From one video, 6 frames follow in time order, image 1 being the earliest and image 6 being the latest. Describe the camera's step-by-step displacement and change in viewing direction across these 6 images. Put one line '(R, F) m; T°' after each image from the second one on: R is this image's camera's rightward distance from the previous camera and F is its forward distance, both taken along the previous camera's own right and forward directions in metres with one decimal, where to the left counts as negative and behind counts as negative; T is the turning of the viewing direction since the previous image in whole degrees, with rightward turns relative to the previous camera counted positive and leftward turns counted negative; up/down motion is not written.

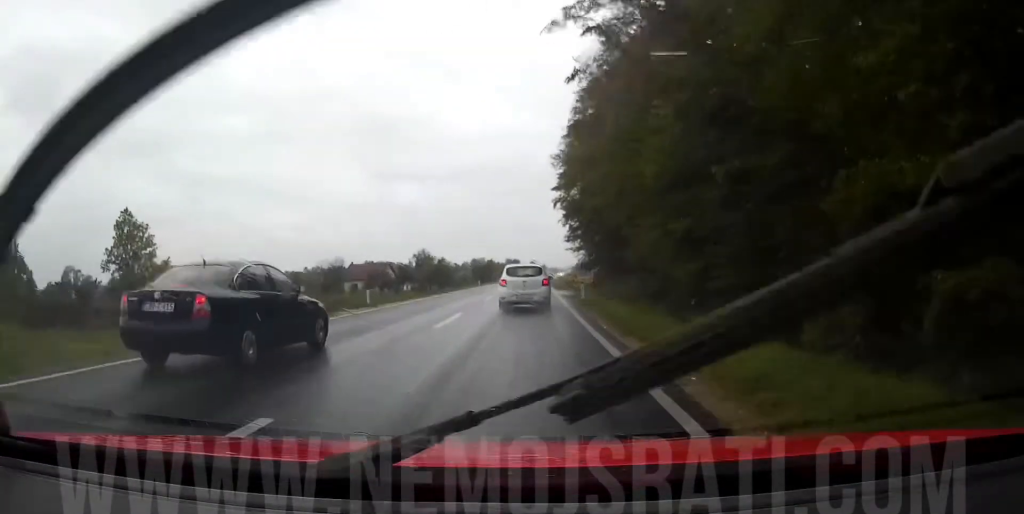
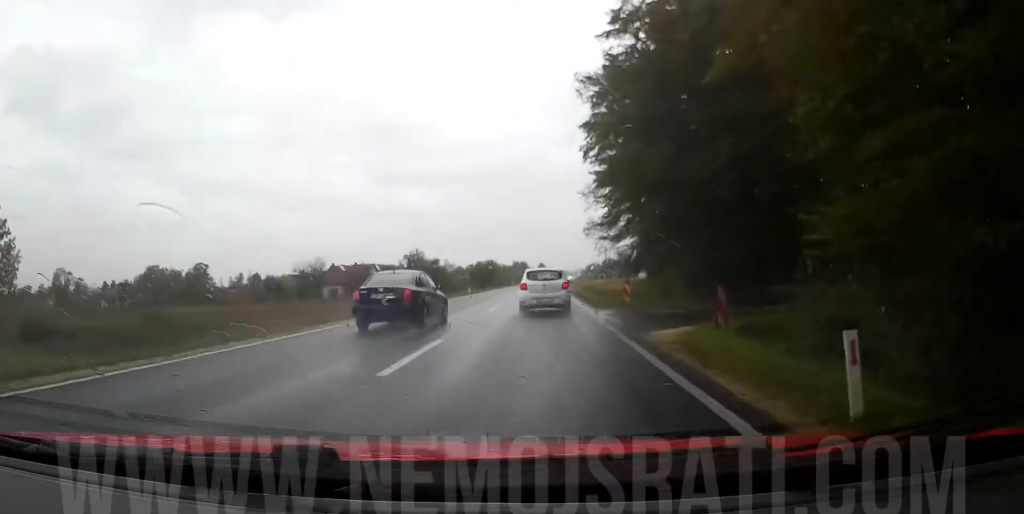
(-0.3, +20.1) m; 0°
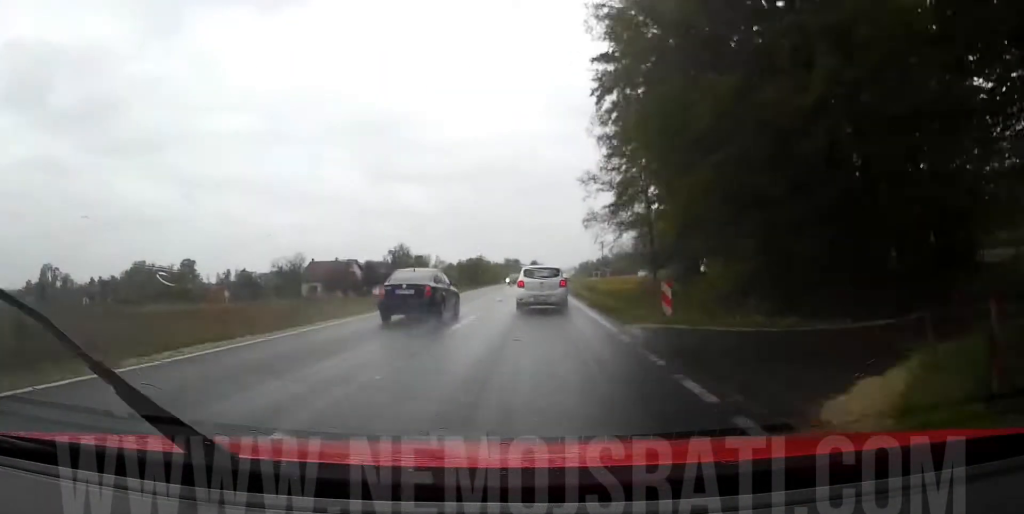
(0.0, +7.9) m; +1°
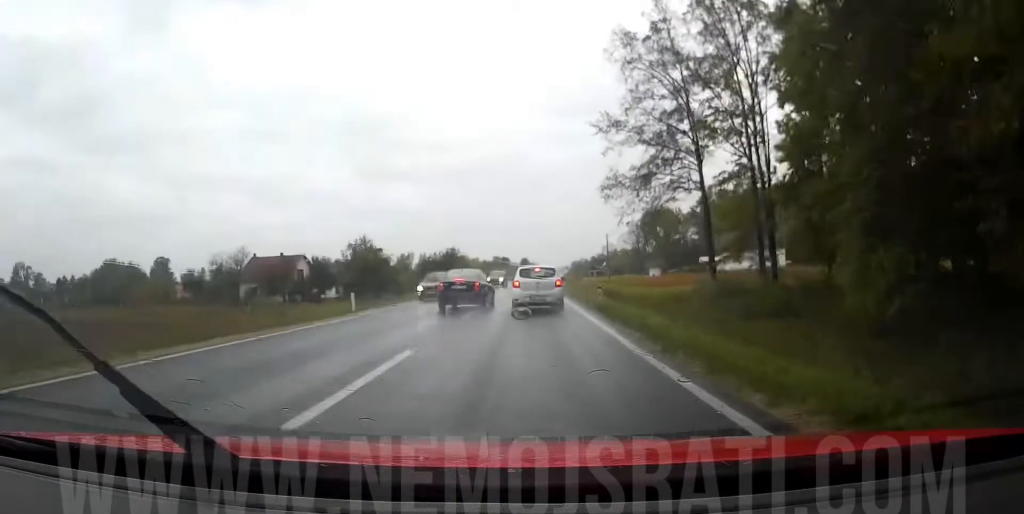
(+0.5, +22.7) m; +1°
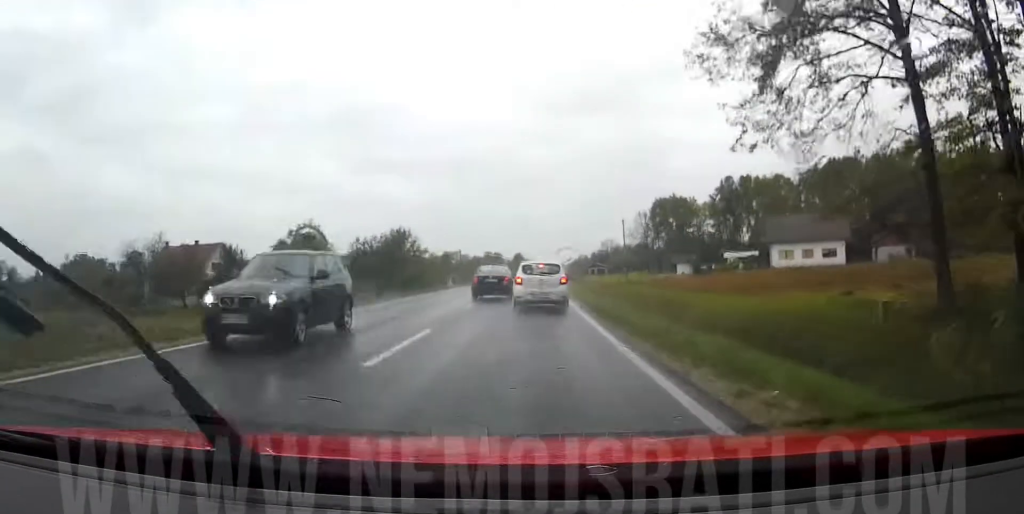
(+0.2, +25.0) m; 0°
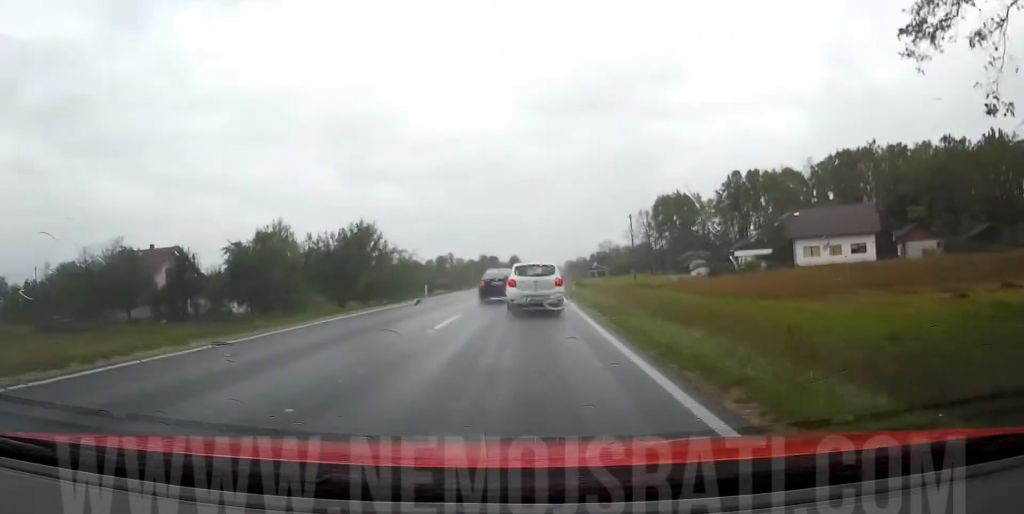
(+0.1, +9.3) m; -1°
